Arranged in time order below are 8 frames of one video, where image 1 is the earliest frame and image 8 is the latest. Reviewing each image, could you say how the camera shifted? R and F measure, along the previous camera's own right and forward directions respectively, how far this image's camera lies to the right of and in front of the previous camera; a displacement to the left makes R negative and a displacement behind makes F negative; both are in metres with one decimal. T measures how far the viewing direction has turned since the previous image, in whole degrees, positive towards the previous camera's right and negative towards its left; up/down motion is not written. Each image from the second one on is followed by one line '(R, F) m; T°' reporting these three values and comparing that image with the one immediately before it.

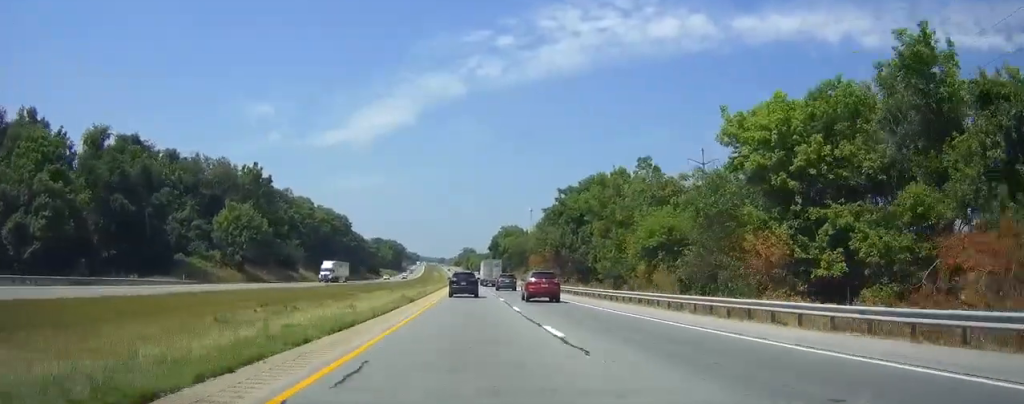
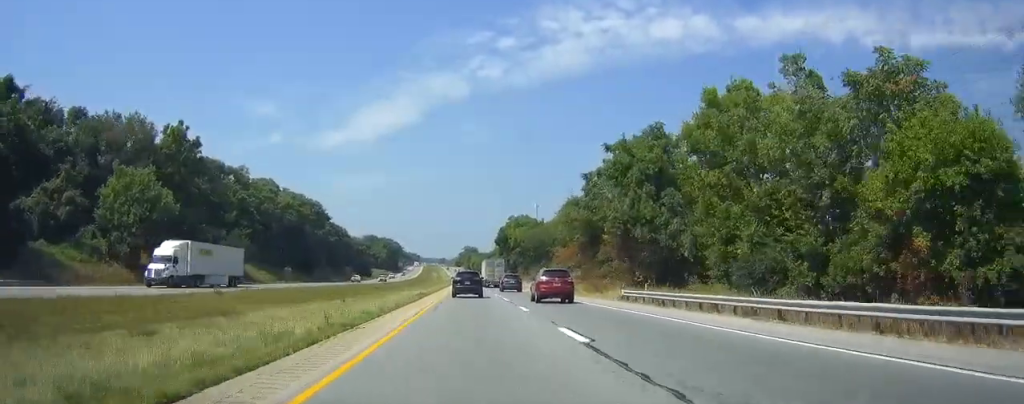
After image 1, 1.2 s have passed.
(0.0, +37.9) m; 0°
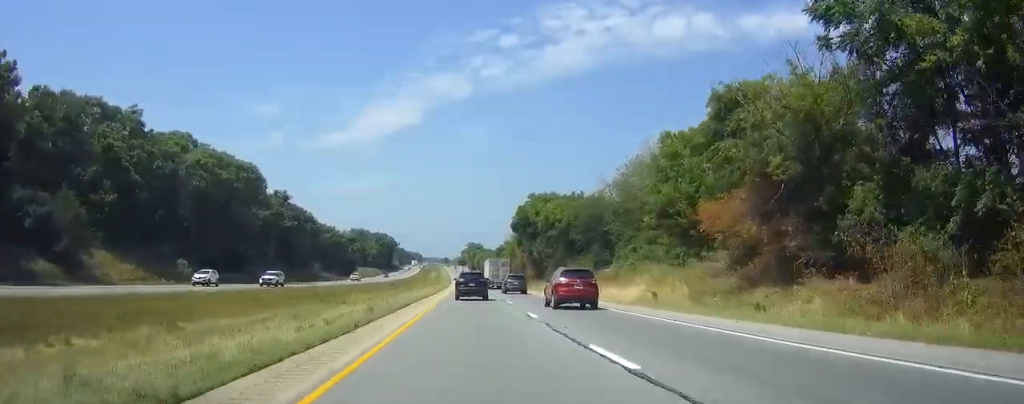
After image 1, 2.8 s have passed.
(+0.1, +52.1) m; 0°
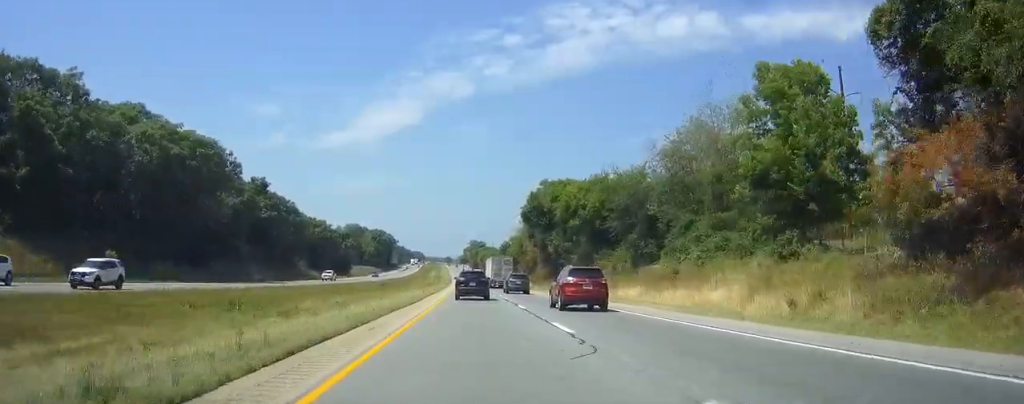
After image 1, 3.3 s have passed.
(0.0, +18.5) m; 0°
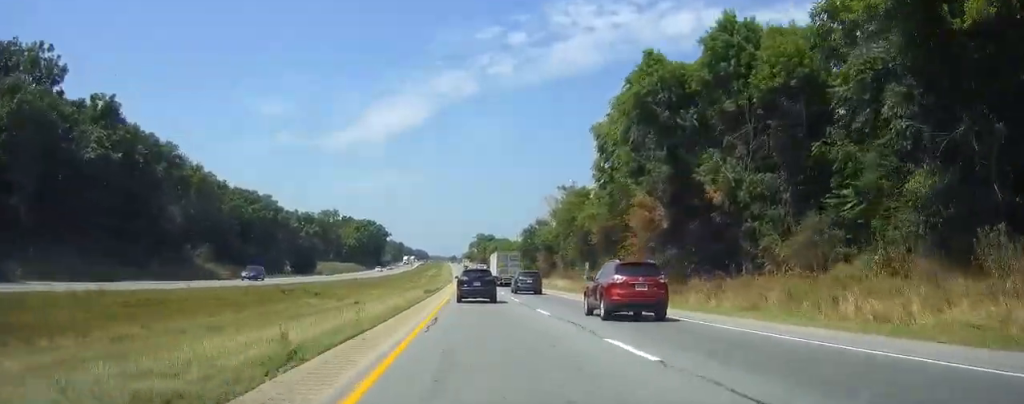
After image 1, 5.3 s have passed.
(-0.5, +65.7) m; -1°
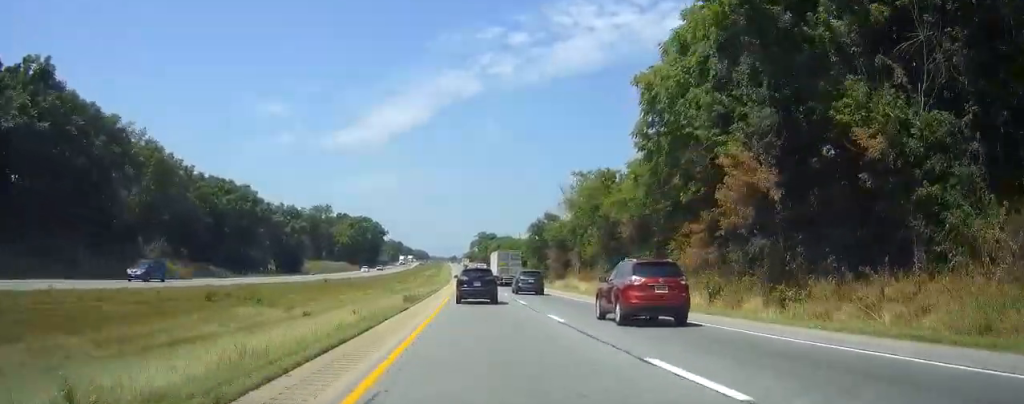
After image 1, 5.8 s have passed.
(0.0, +15.4) m; 0°
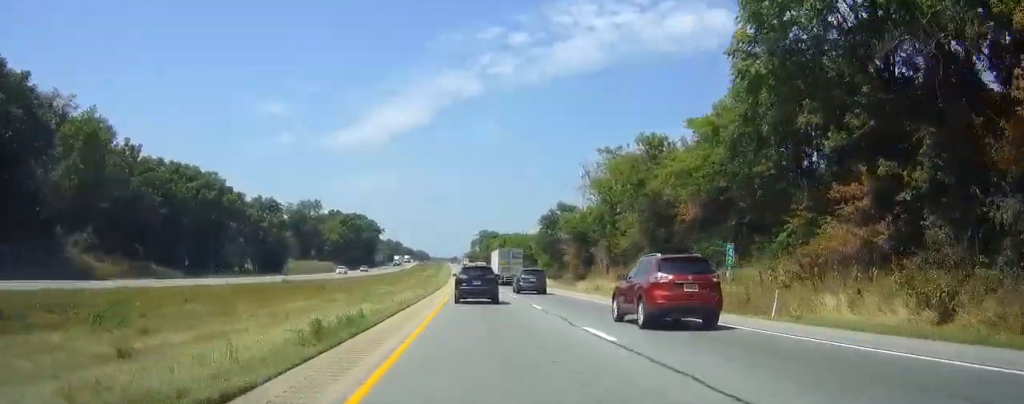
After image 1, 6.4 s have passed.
(-0.1, +18.7) m; 0°
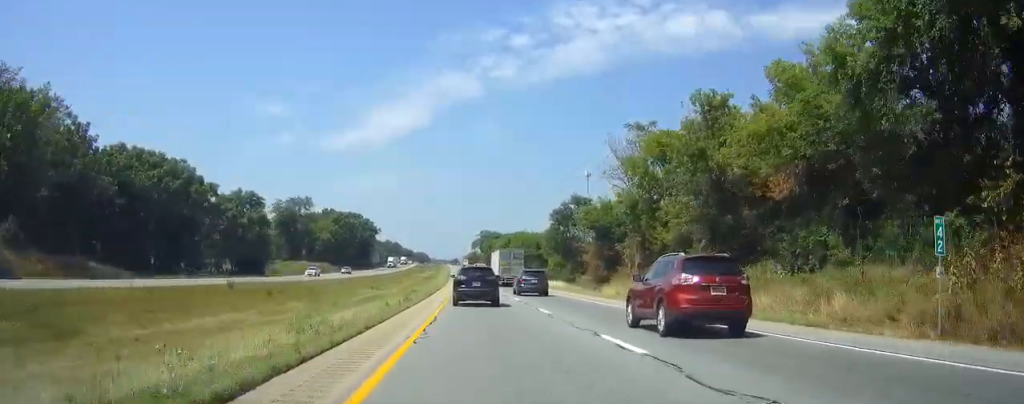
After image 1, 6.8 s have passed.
(-0.1, +14.3) m; 0°
